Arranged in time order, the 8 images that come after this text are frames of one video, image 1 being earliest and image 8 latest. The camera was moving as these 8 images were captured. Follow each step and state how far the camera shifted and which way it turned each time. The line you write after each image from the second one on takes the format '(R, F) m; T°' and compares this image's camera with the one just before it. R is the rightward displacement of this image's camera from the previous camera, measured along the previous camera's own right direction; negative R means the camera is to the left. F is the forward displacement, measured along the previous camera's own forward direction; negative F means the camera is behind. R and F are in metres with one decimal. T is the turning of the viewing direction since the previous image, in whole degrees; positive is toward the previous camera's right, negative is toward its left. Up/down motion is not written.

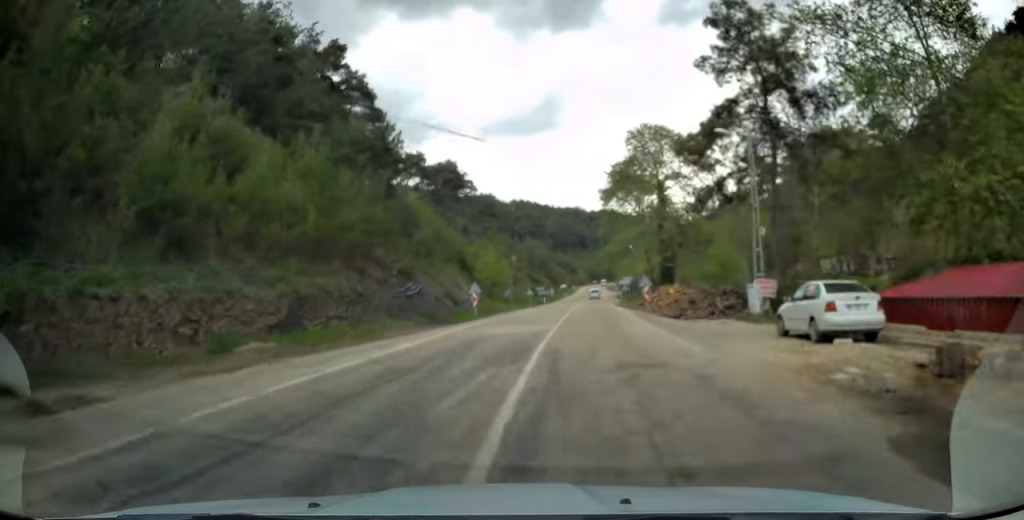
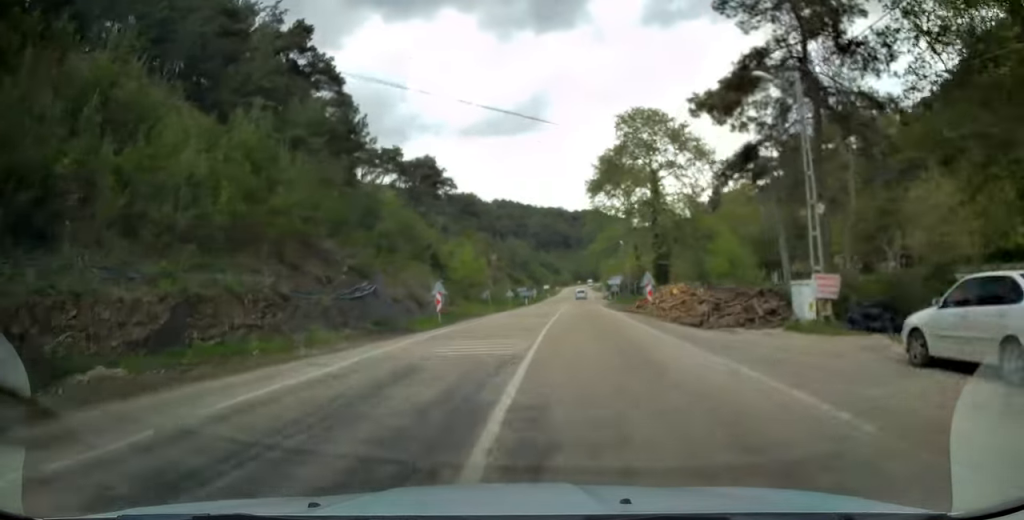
(+0.1, +6.9) m; +1°
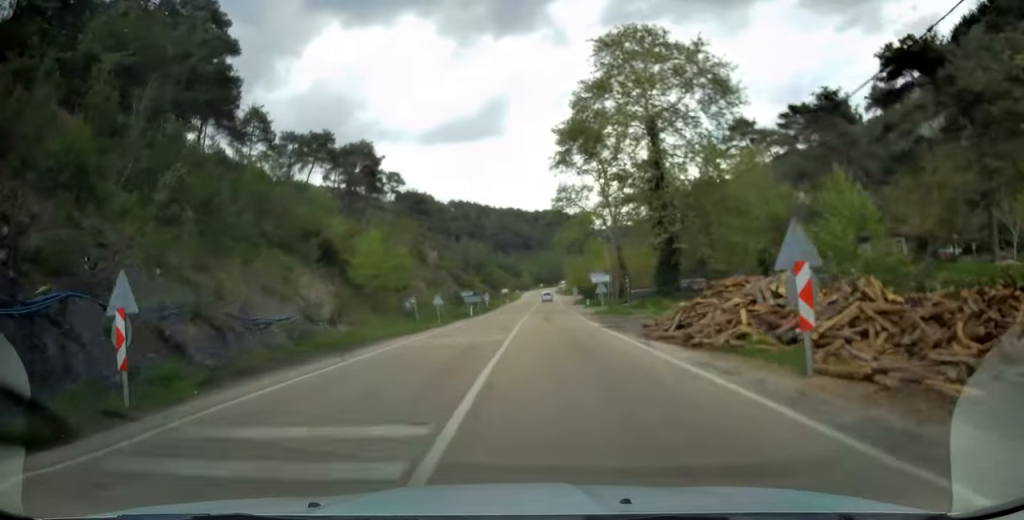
(+0.4, +23.0) m; +2°
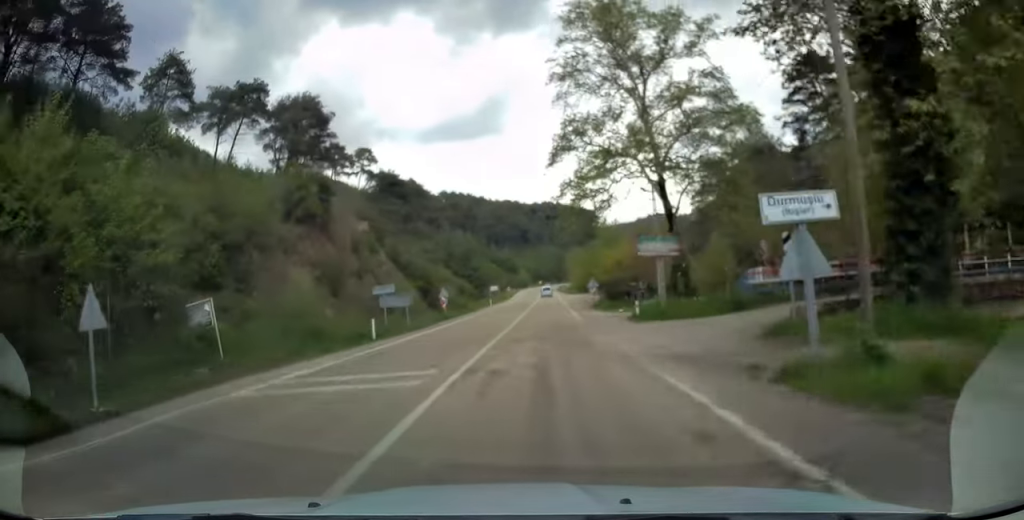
(+0.8, +33.1) m; +1°
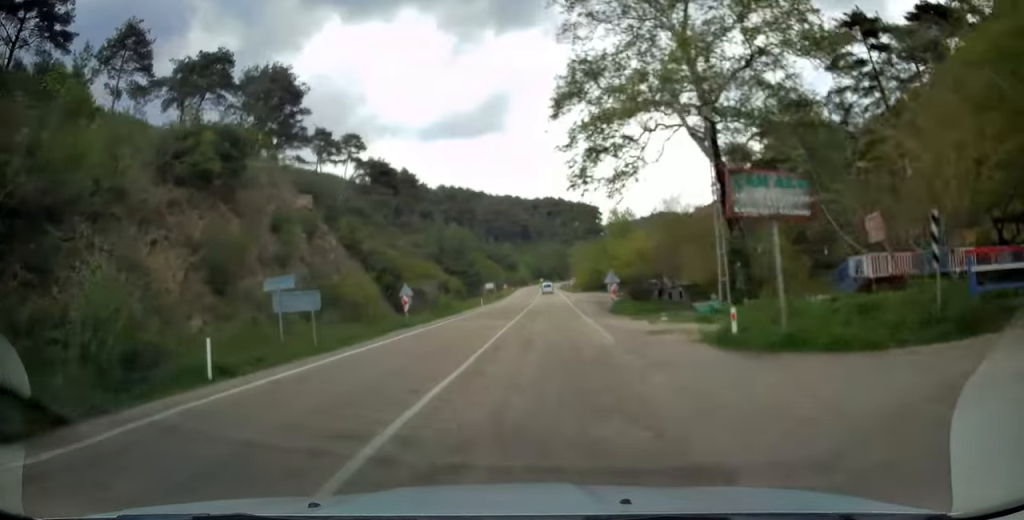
(-0.2, +13.2) m; -1°
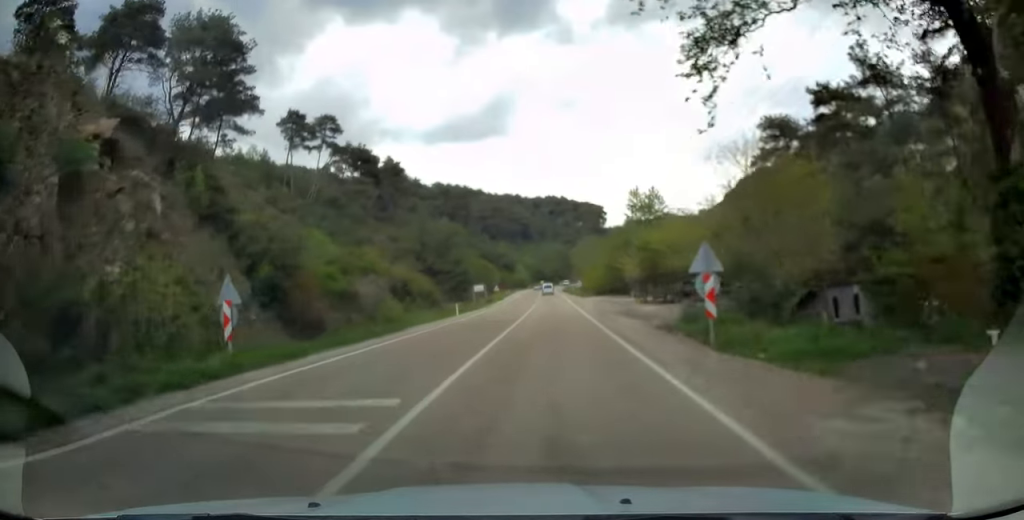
(0.0, +20.3) m; 0°
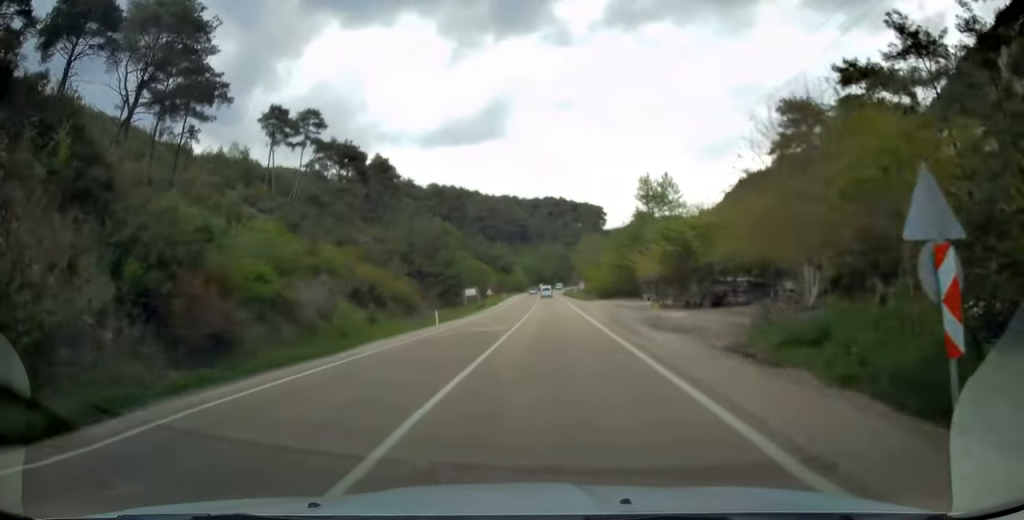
(0.0, +9.0) m; 0°
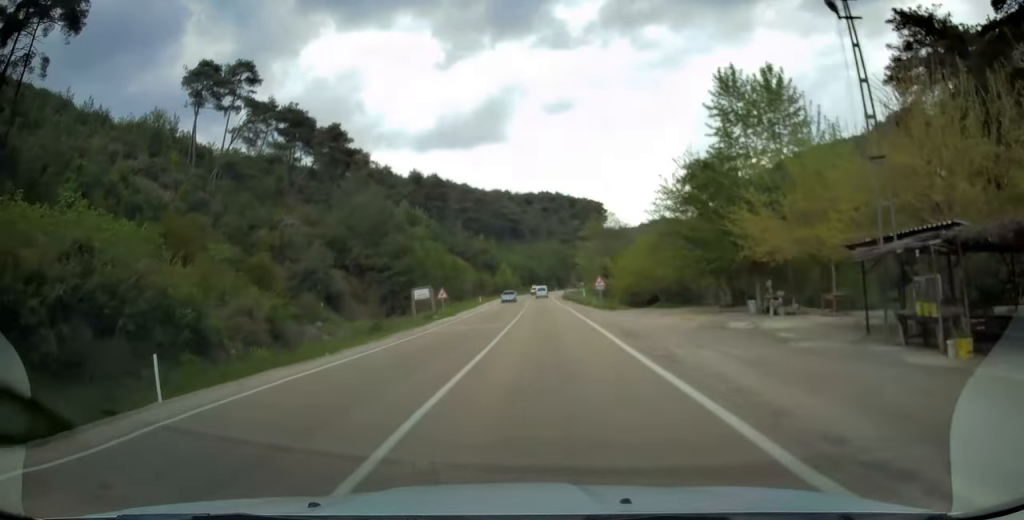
(+0.3, +30.5) m; +1°
